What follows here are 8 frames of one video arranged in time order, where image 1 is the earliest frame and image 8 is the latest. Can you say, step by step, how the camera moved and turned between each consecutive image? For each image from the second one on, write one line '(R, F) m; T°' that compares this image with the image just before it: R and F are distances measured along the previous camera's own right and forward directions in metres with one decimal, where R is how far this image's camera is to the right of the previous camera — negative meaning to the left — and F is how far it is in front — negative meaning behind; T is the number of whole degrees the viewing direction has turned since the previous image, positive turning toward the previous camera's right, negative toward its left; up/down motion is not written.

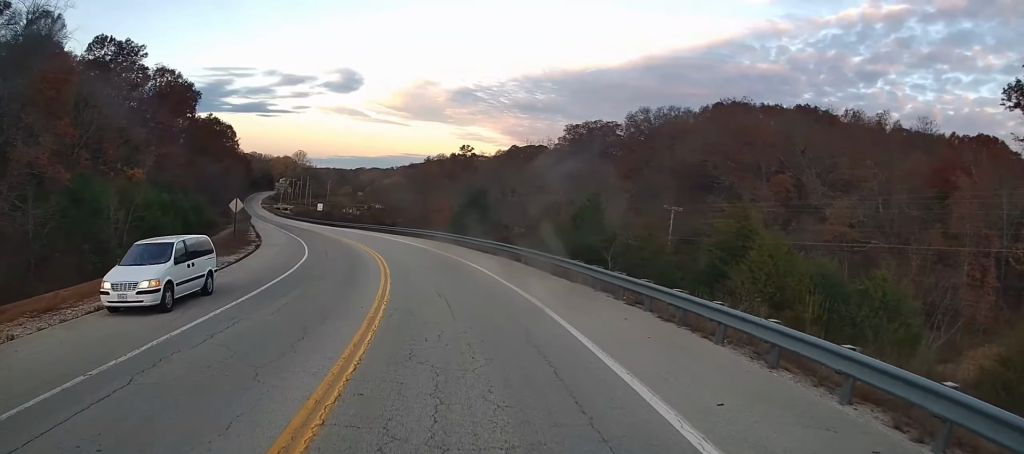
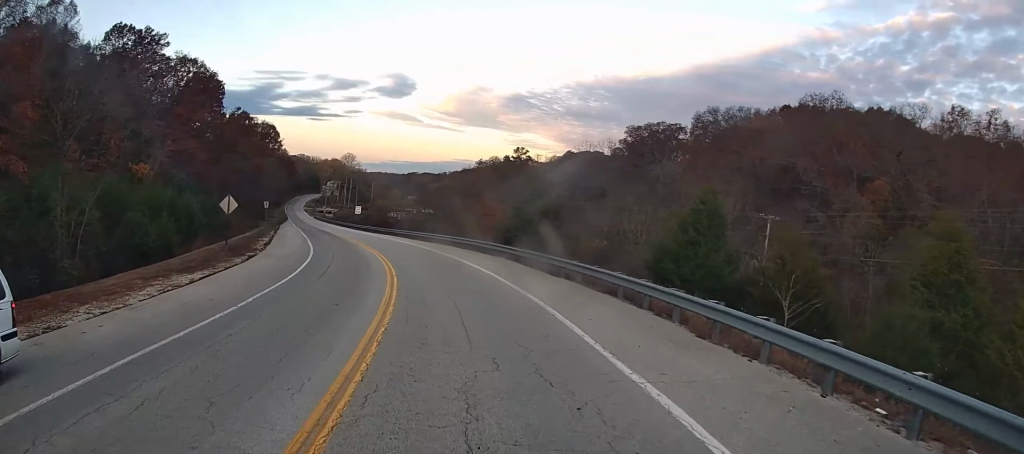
(-0.7, +10.6) m; -7°
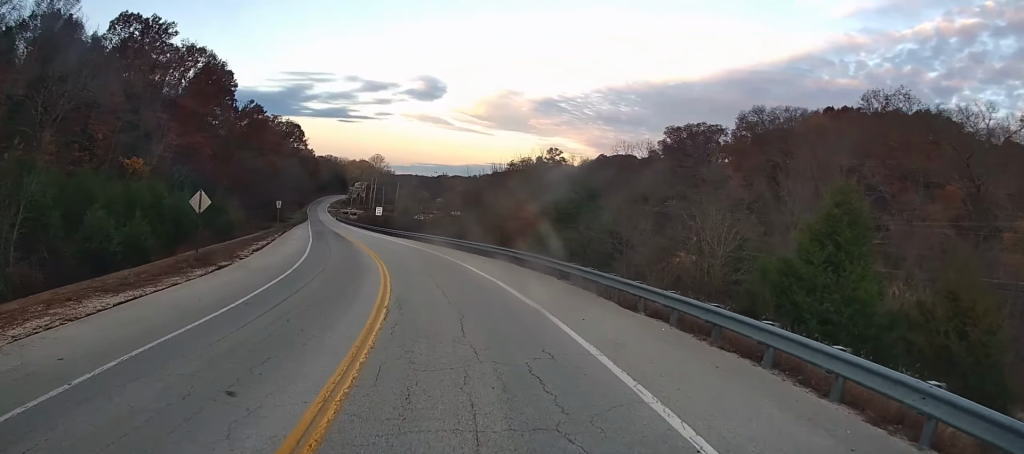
(-0.3, +7.8) m; -3°
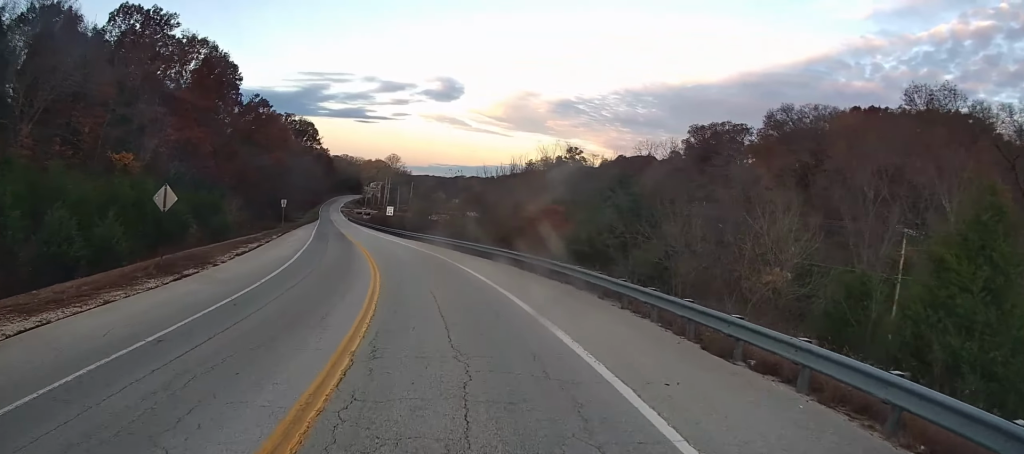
(-0.1, +5.3) m; -1°
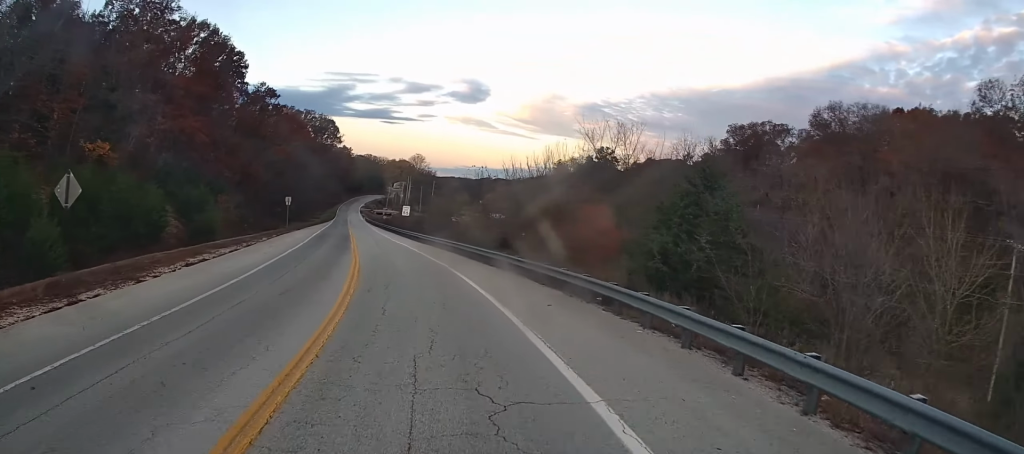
(0.0, +8.4) m; -3°
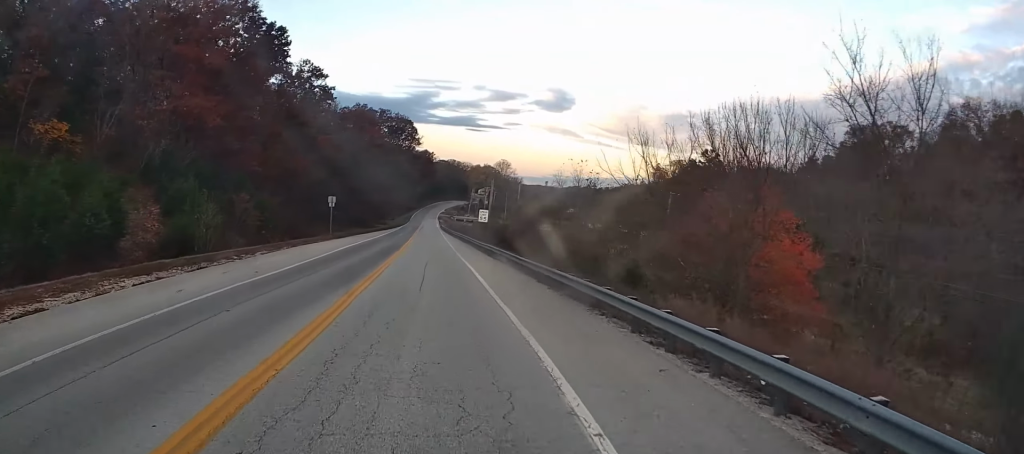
(-1.5, +16.5) m; -10°
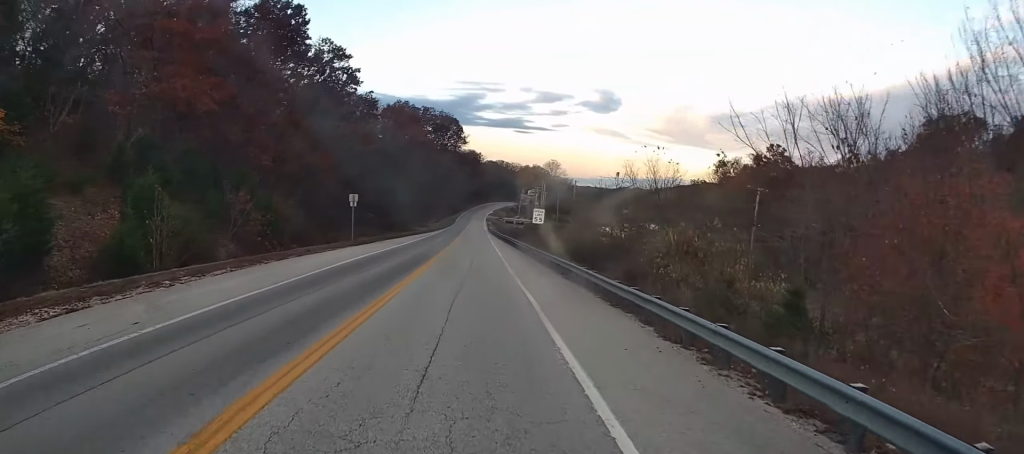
(-0.7, +10.7) m; -5°
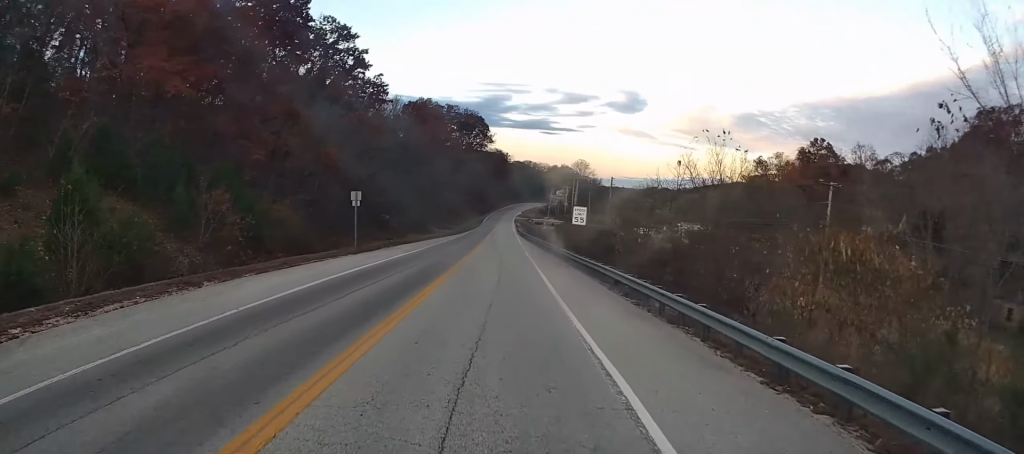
(-0.2, +8.4) m; -1°
